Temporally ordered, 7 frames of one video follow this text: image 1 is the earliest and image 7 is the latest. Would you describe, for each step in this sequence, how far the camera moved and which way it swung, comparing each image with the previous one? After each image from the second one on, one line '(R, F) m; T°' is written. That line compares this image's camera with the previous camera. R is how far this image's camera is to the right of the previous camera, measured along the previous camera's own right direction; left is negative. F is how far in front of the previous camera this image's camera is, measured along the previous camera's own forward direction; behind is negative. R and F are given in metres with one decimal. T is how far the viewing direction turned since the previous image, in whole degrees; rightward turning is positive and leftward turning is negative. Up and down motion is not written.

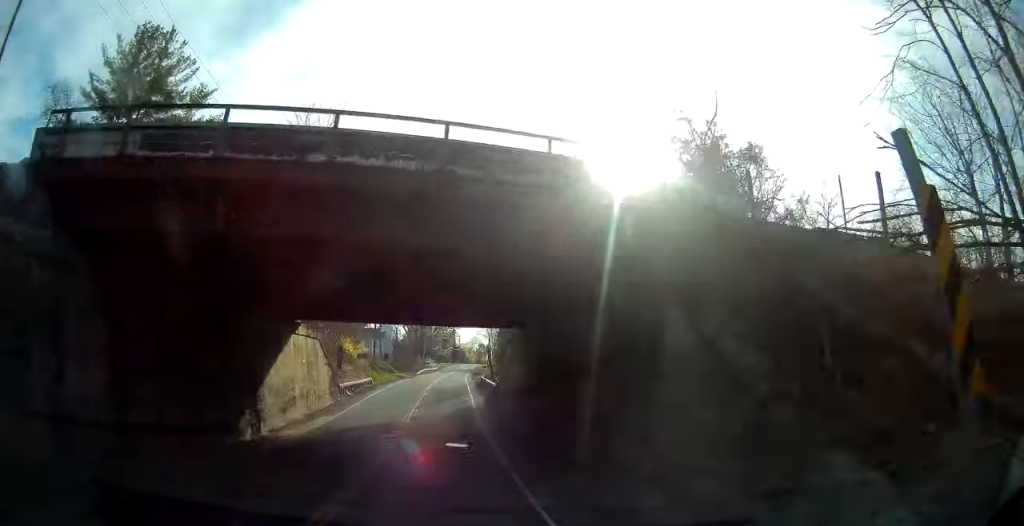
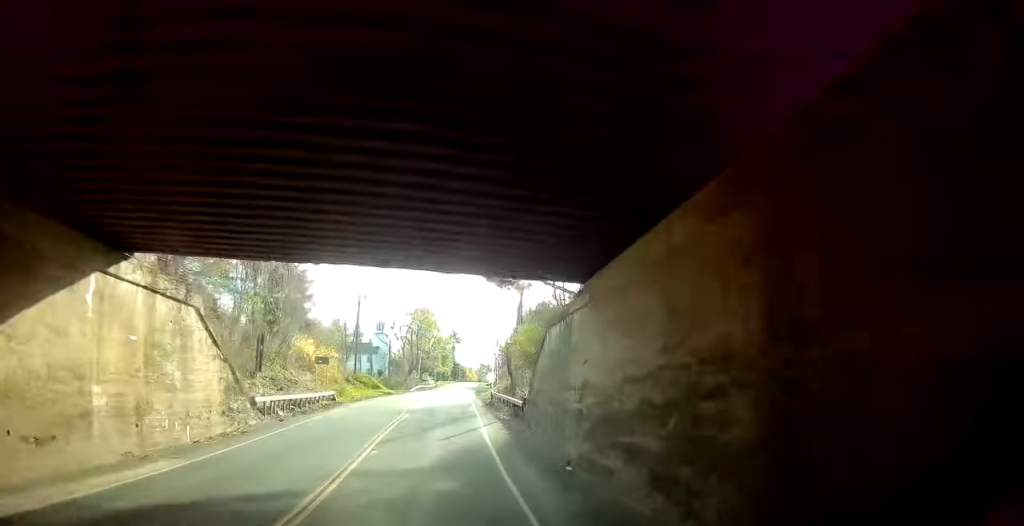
(+0.3, +14.6) m; 0°
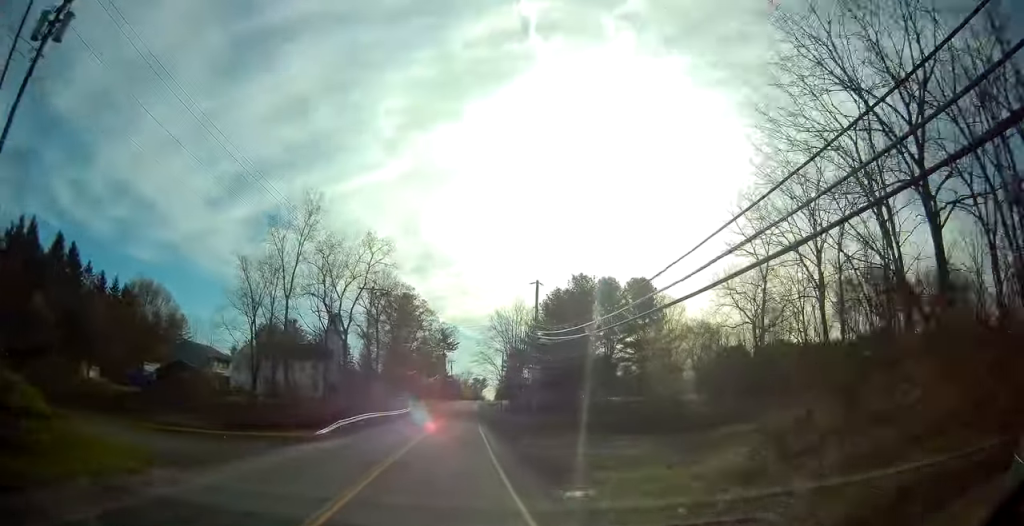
(-0.3, +55.1) m; +1°
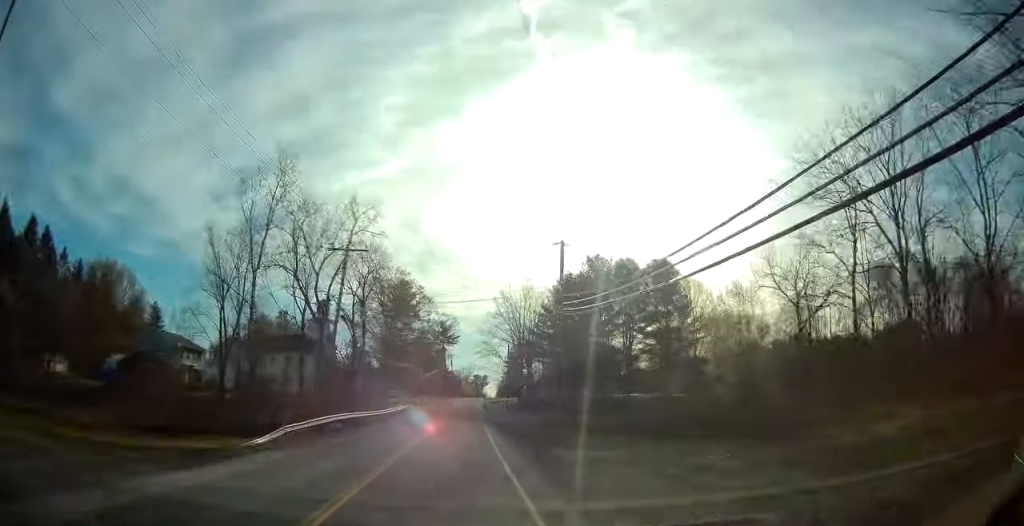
(-0.3, +10.8) m; +1°
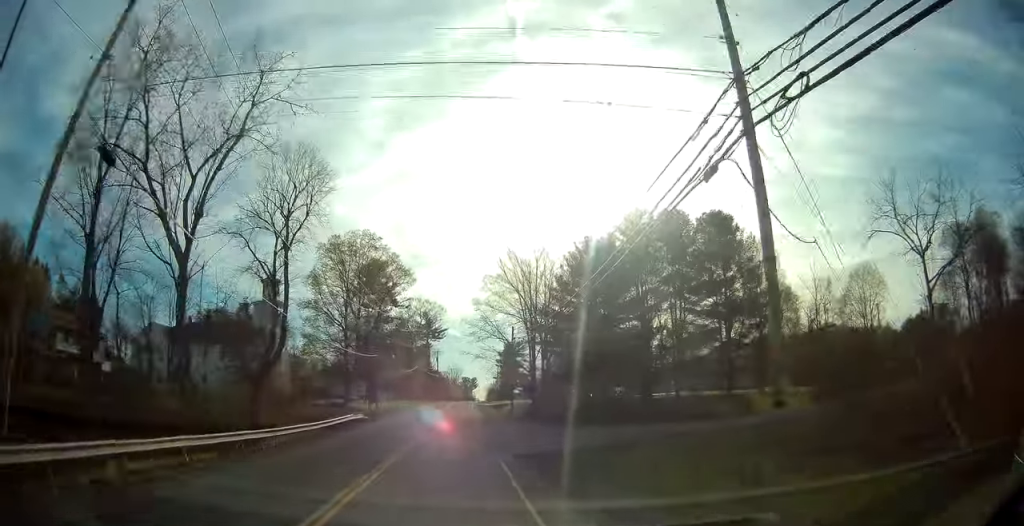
(+0.8, +24.3) m; +1°
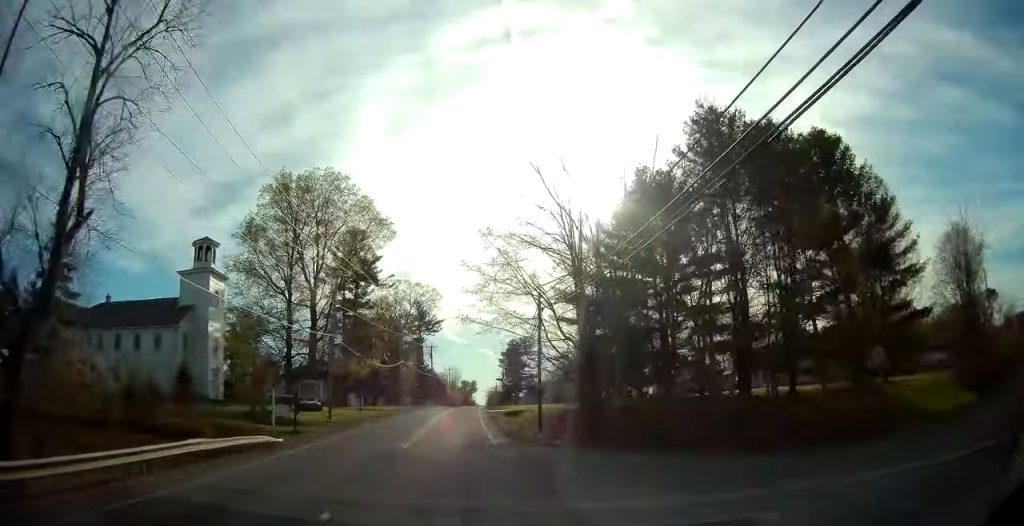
(-0.3, +22.7) m; 0°
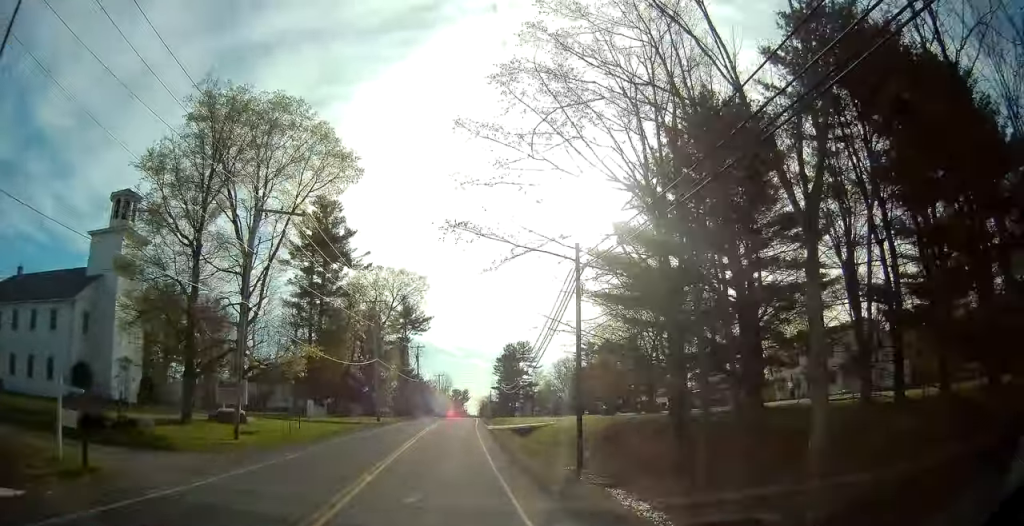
(+0.3, +16.2) m; +1°
